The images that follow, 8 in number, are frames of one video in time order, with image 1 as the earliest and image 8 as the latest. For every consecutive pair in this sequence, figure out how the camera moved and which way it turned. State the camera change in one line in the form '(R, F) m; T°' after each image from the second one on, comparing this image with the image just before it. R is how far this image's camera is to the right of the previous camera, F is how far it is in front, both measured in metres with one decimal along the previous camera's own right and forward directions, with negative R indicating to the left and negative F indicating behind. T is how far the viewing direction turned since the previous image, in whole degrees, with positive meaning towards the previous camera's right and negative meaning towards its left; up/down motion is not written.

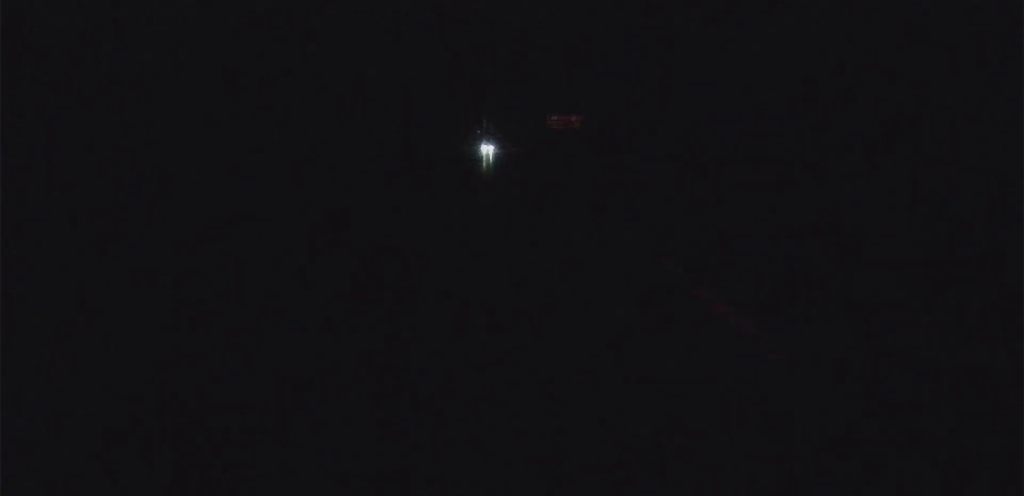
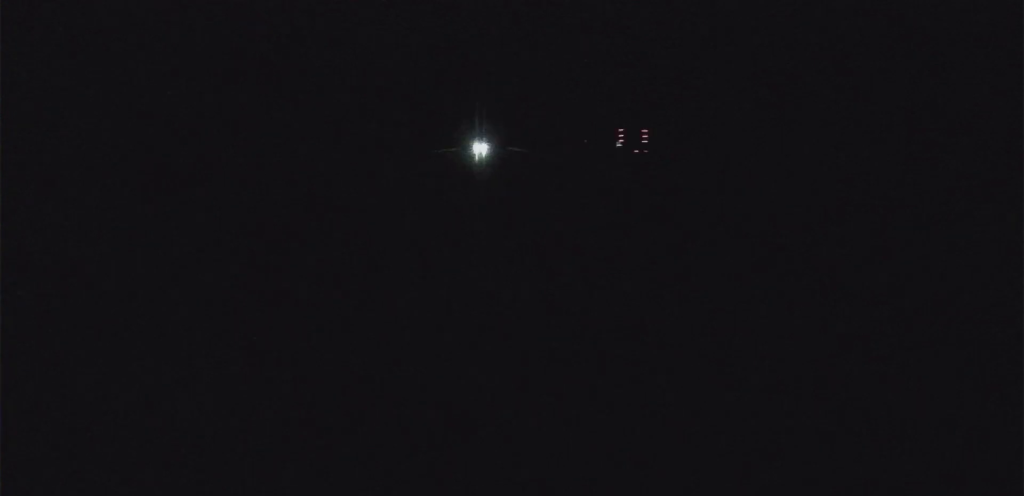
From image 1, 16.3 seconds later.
(+37.3, +438.5) m; +10°
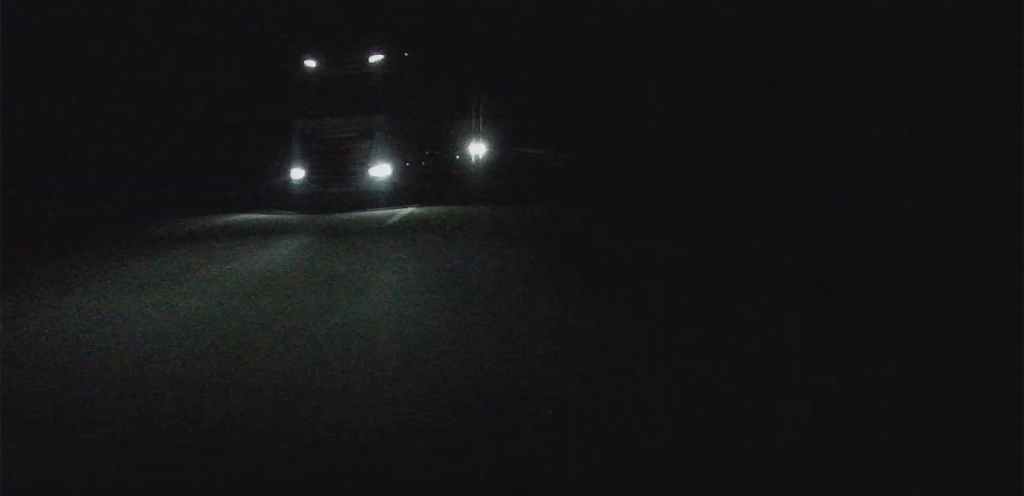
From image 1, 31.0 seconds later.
(+28.3, +397.7) m; +8°
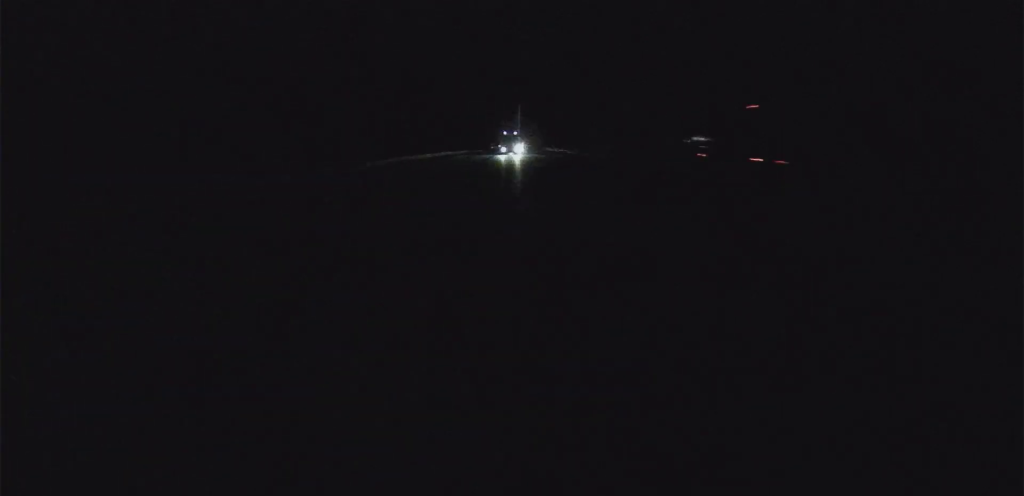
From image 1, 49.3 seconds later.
(+9.3, +493.7) m; -5°
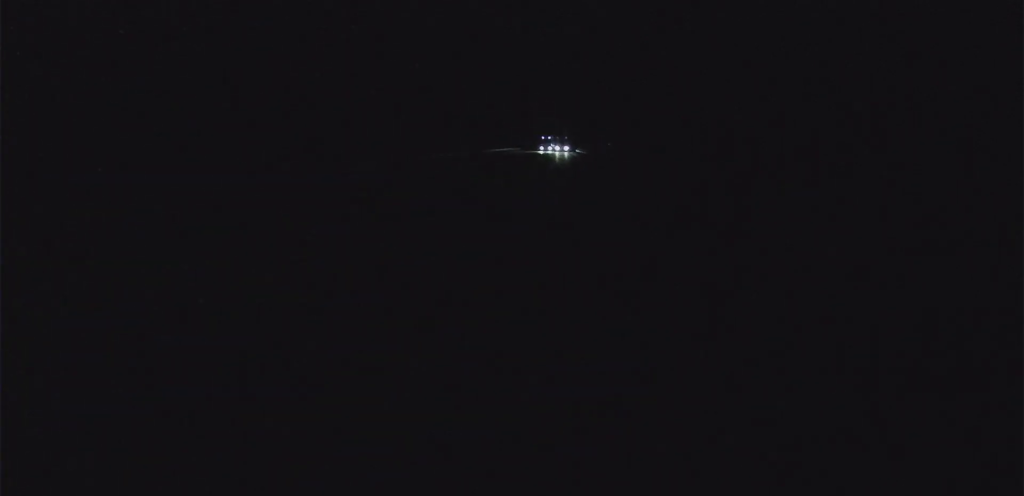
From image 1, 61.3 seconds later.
(-29.7, +325.1) m; -13°
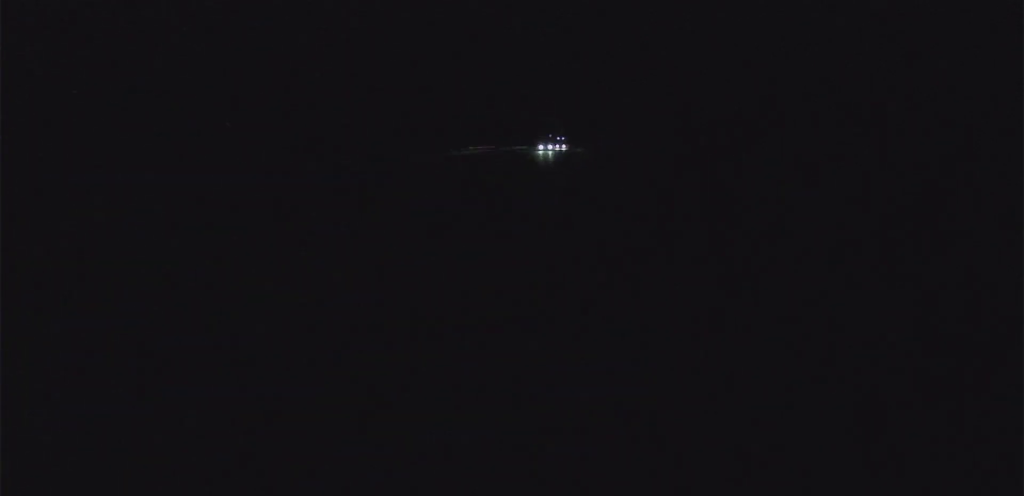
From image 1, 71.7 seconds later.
(-33.0, +281.4) m; -13°
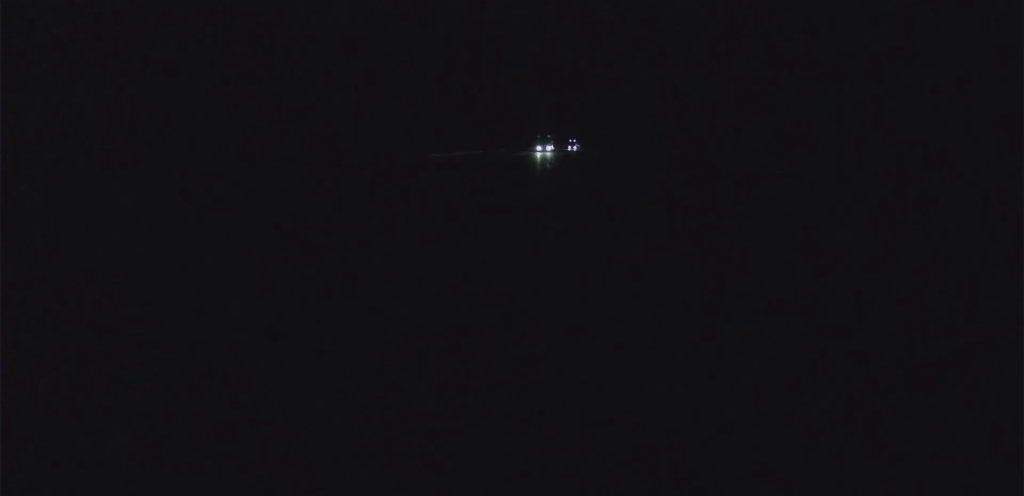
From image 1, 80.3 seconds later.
(-19.6, +231.4) m; -11°
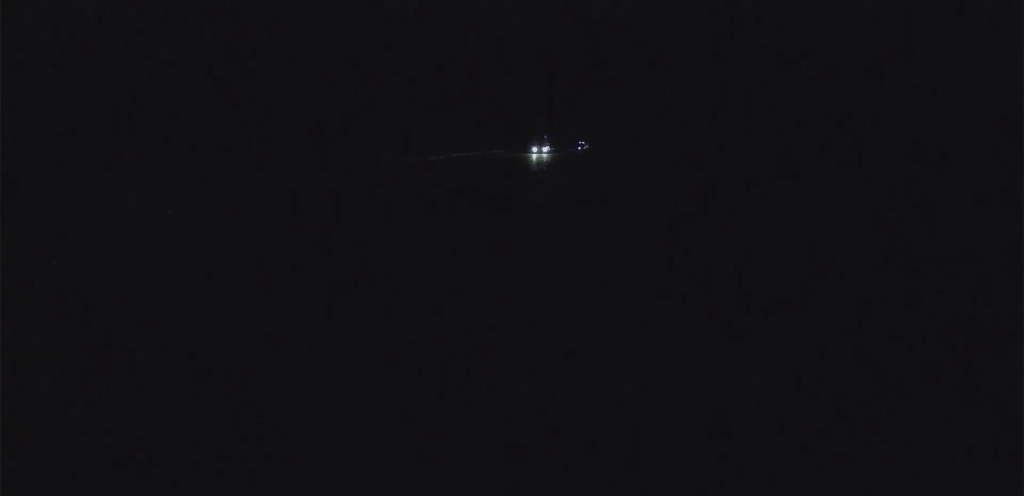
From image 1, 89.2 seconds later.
(-18.8, +245.8) m; -10°
